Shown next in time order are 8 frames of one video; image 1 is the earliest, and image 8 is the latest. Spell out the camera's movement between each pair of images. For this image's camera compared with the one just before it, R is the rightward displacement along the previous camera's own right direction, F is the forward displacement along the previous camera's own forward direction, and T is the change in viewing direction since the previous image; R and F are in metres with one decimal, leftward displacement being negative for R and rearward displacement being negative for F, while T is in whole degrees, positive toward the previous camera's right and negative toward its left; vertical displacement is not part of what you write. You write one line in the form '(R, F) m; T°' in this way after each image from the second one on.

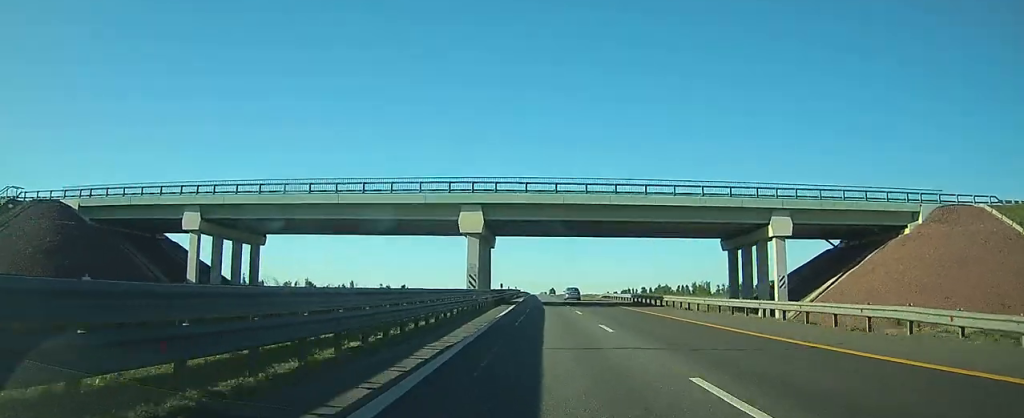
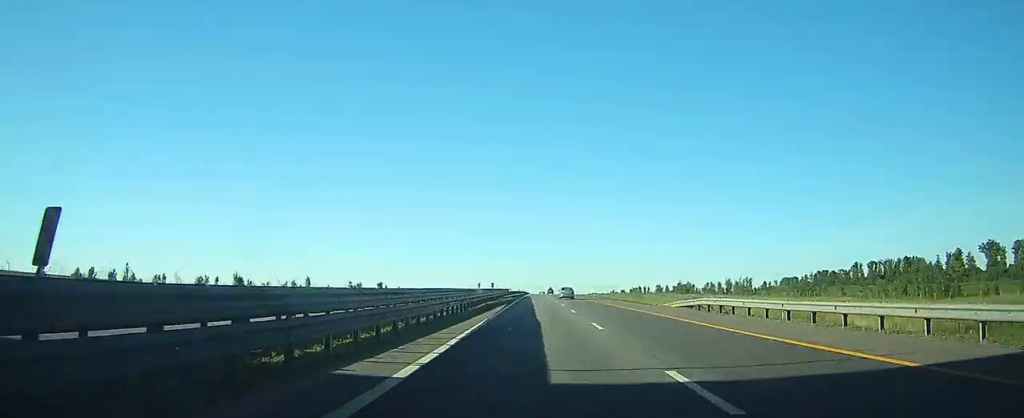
(0.0, +47.1) m; 0°
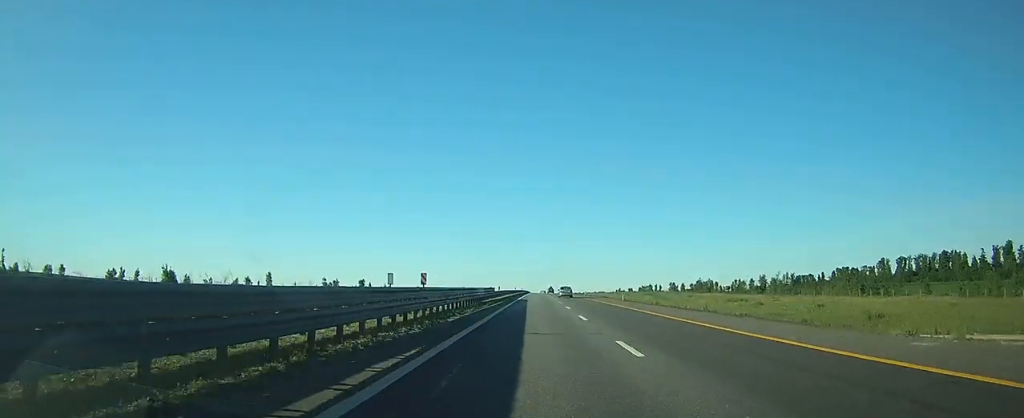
(0.0, +31.0) m; 0°
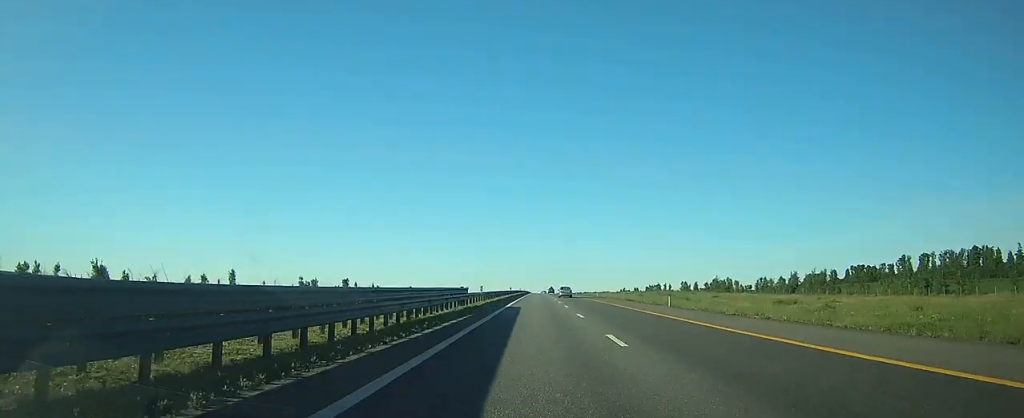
(0.0, +22.0) m; 0°
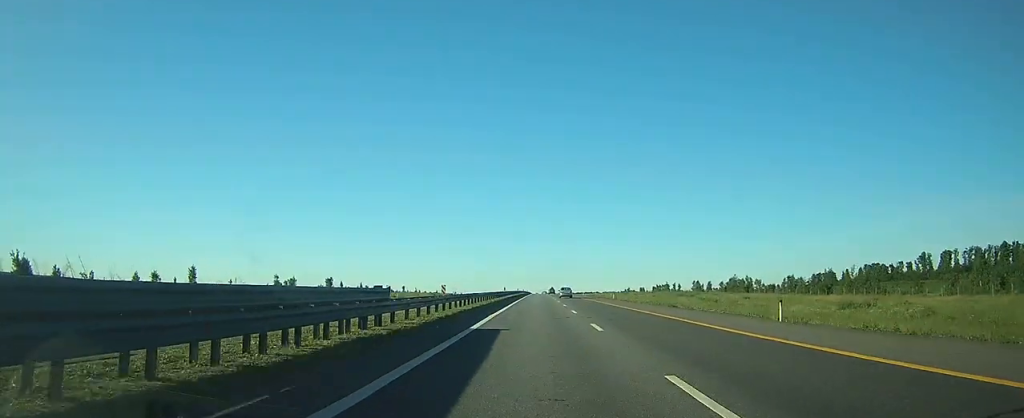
(0.0, +19.0) m; 0°
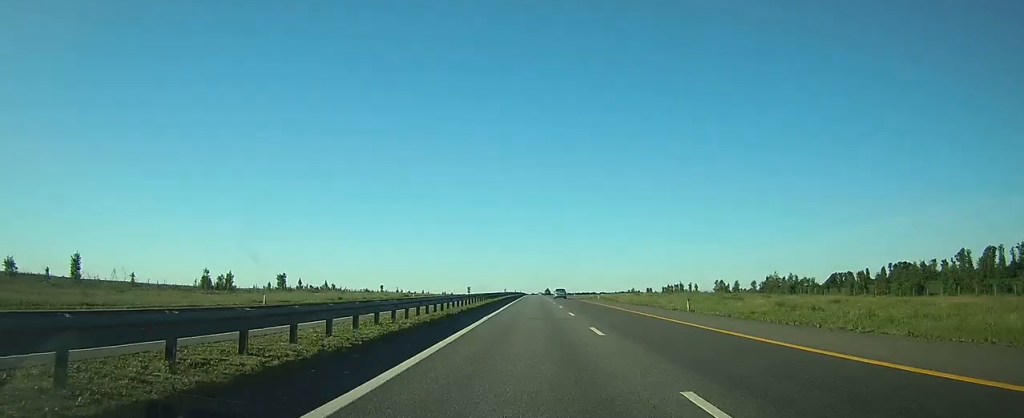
(0.0, +37.0) m; 0°
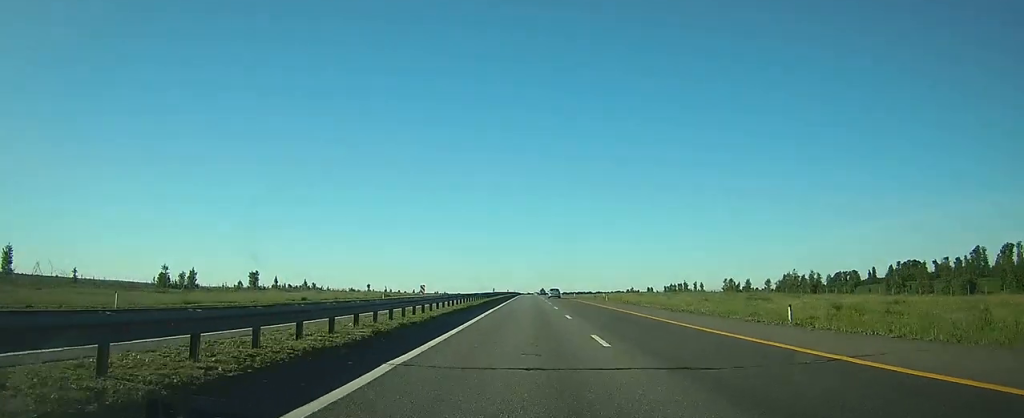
(+0.1, +15.1) m; 0°
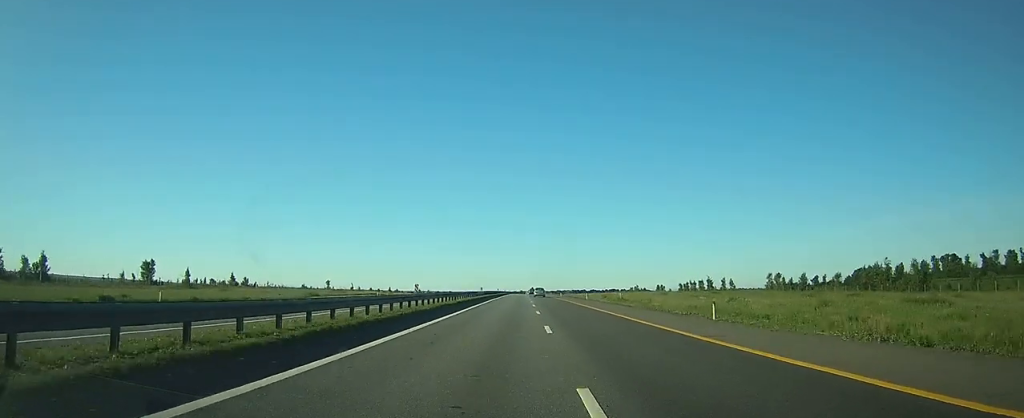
(+0.2, +44.3) m; +1°
